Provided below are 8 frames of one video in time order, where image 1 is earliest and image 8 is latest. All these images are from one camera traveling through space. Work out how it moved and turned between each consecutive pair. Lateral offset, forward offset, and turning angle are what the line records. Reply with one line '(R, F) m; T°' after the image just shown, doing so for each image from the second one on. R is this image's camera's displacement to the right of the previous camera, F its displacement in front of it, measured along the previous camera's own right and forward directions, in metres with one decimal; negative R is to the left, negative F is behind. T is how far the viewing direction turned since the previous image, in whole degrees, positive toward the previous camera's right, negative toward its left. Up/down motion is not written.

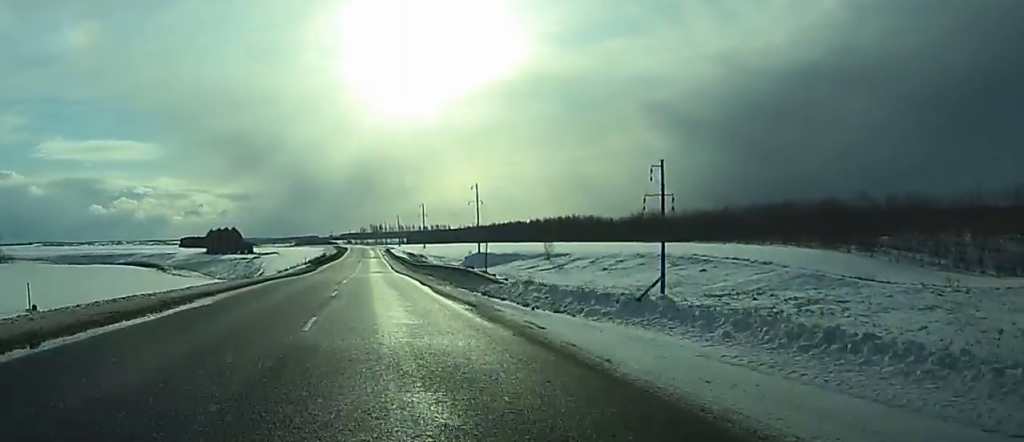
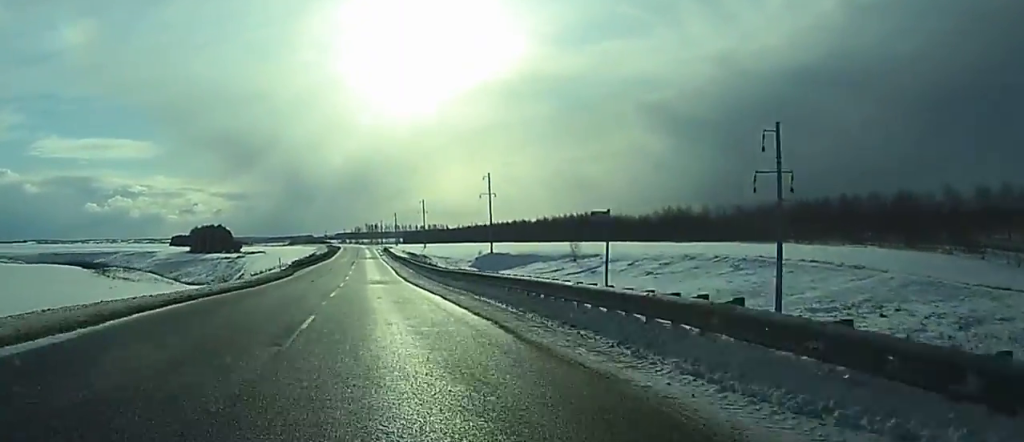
(0.0, +23.9) m; 0°
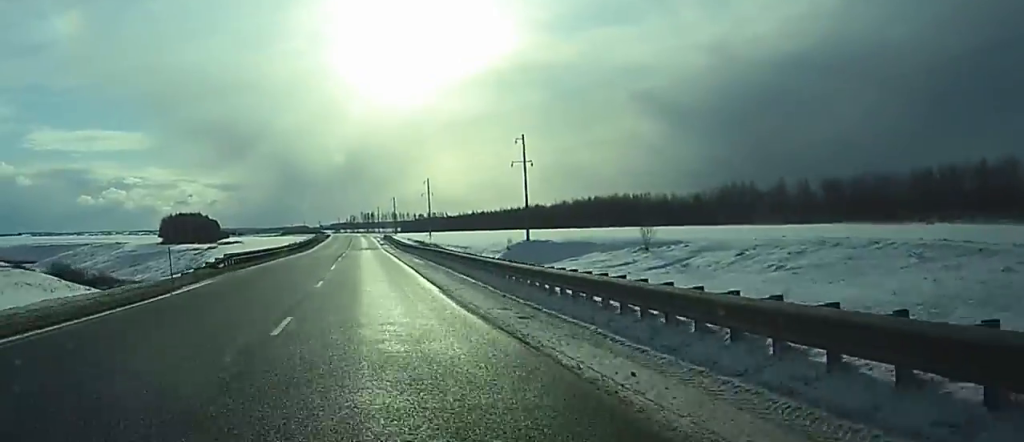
(0.0, +38.0) m; 0°
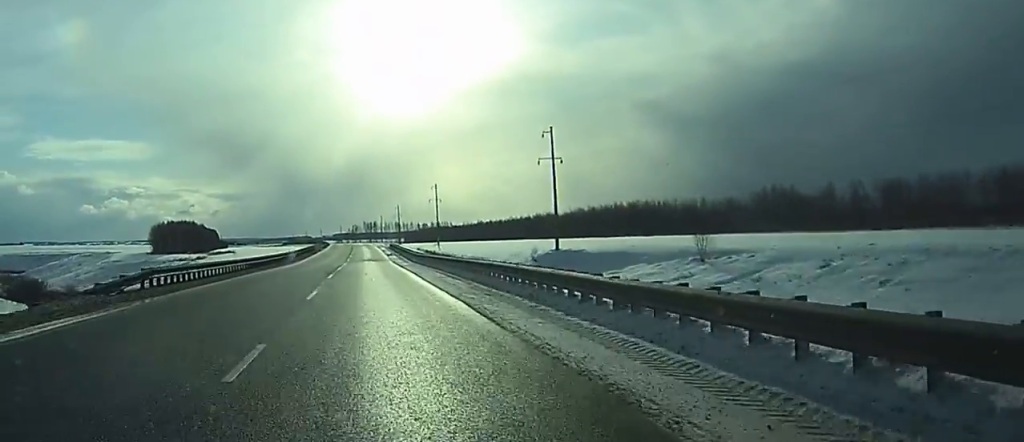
(+0.1, +16.1) m; 0°
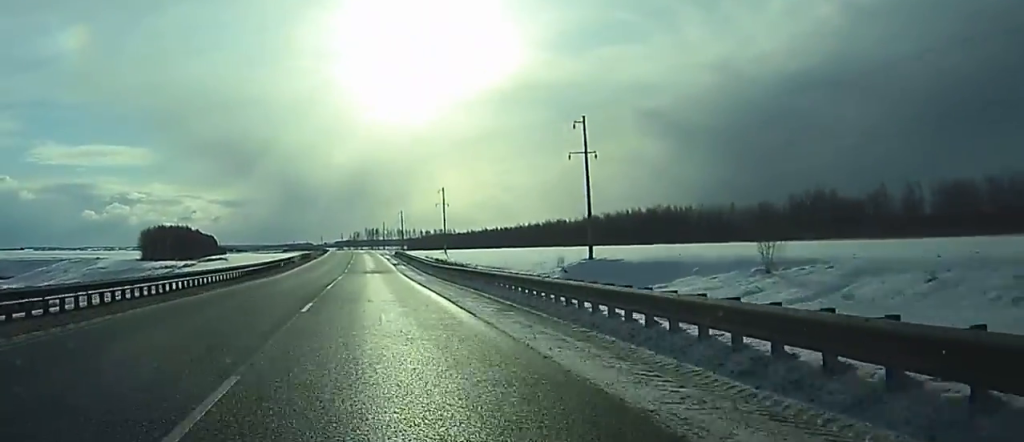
(0.0, +14.2) m; 0°
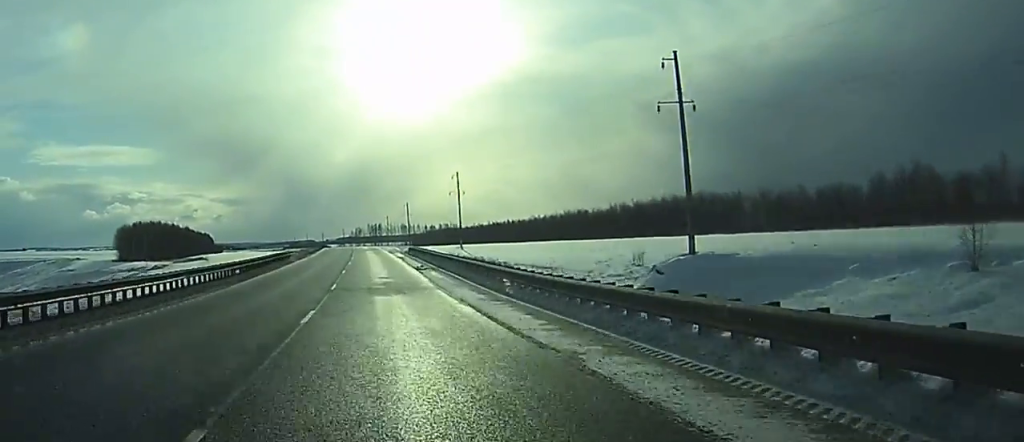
(+0.1, +26.4) m; 0°
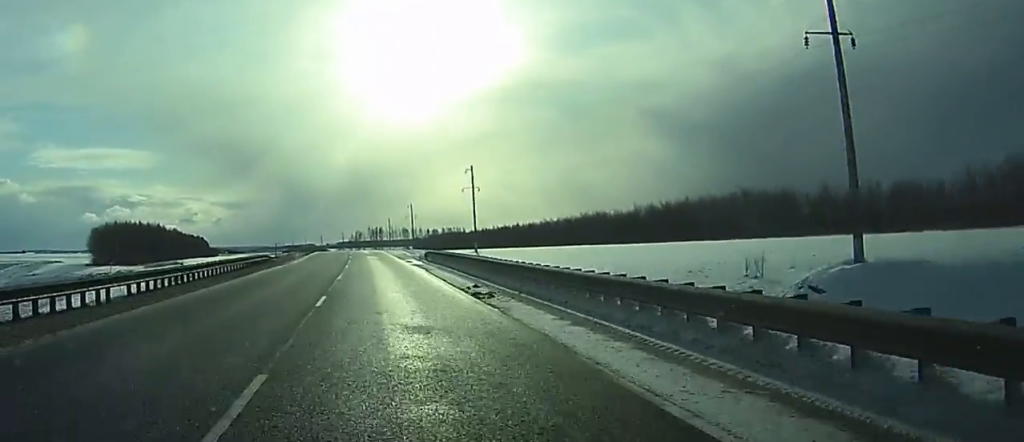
(0.0, +21.6) m; 0°
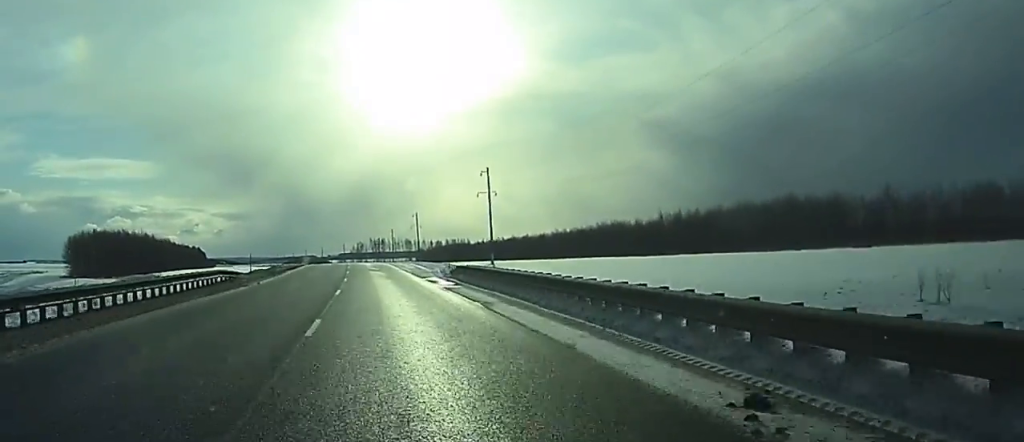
(0.0, +16.9) m; 0°
